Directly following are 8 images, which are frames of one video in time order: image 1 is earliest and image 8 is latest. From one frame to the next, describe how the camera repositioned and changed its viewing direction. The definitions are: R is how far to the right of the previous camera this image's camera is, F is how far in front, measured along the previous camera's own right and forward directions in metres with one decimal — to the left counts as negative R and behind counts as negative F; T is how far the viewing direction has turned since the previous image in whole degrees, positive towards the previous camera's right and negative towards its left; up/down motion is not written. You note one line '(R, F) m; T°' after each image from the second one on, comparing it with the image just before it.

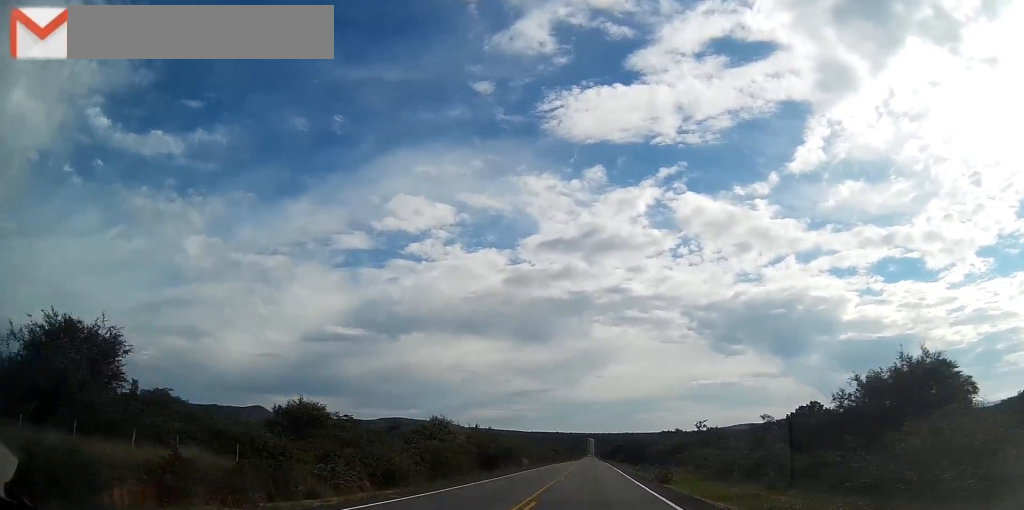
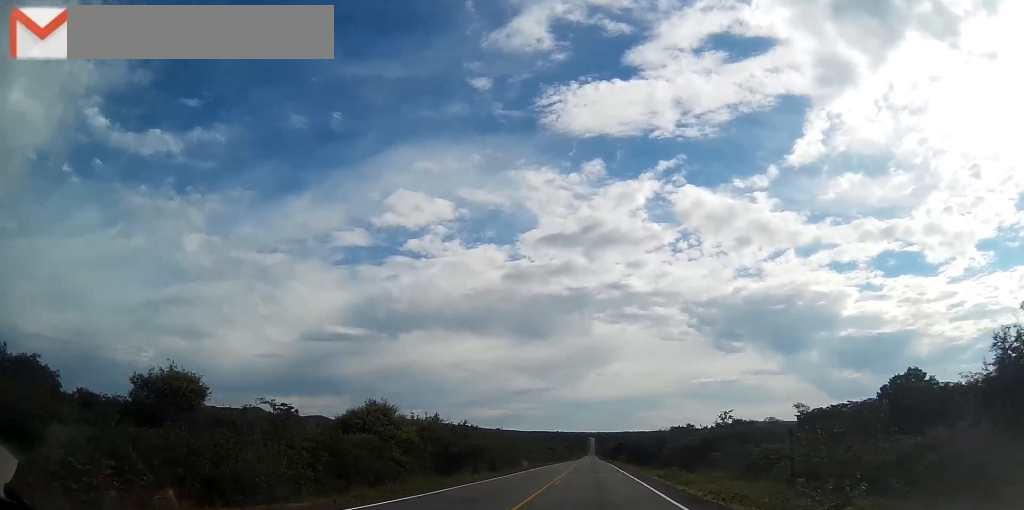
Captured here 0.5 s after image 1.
(0.0, +21.1) m; 0°
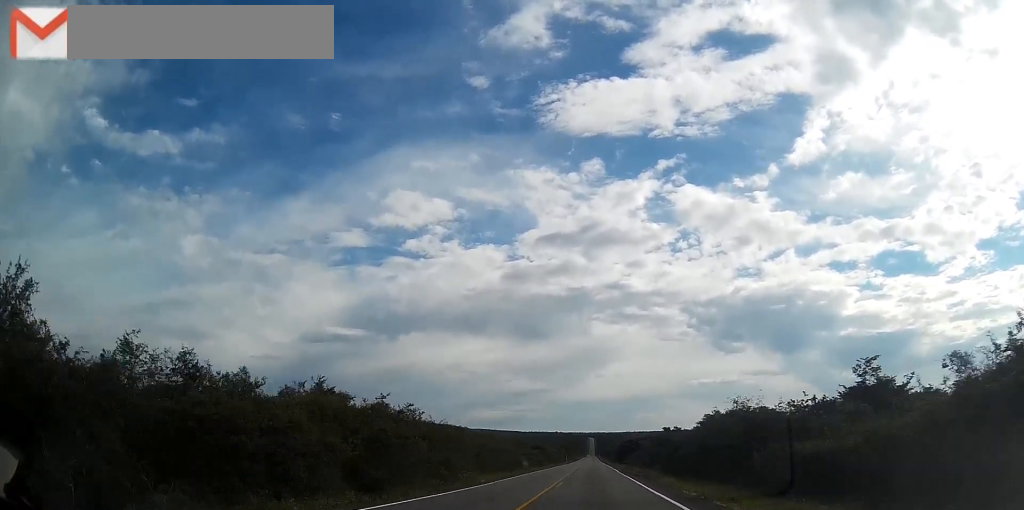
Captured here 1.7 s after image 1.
(+0.3, +47.2) m; 0°
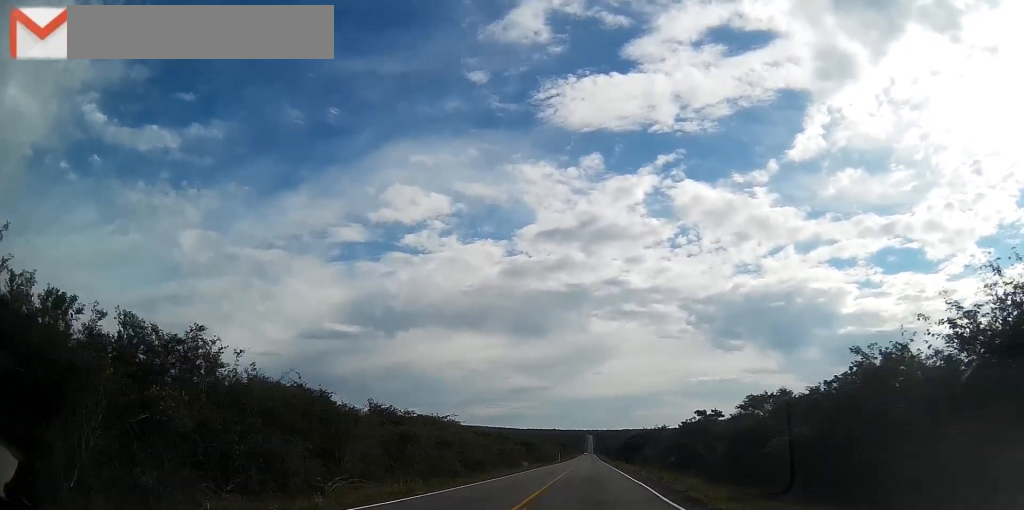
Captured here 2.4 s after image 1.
(+0.1, +31.1) m; 0°
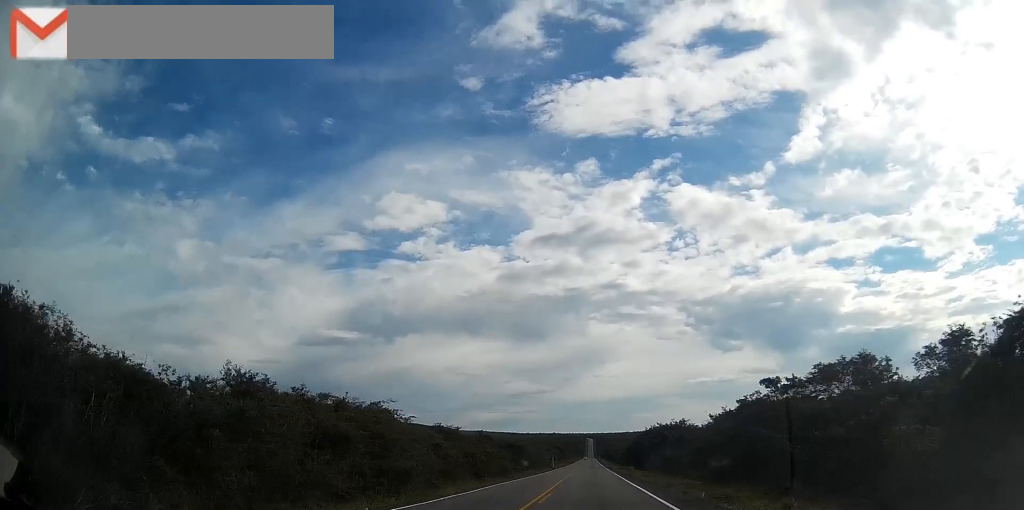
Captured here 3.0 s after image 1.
(-0.2, +24.6) m; 0°
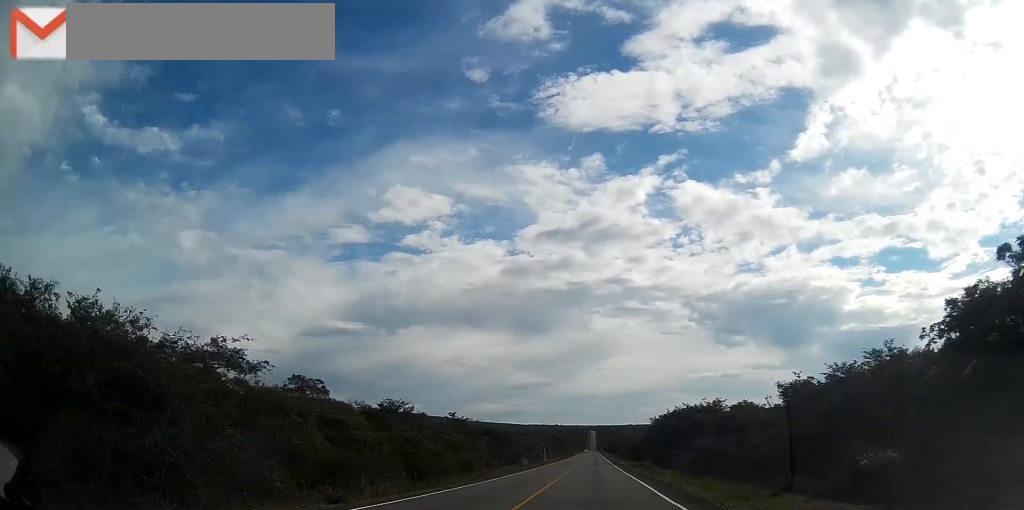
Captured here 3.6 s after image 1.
(0.0, +24.6) m; 0°
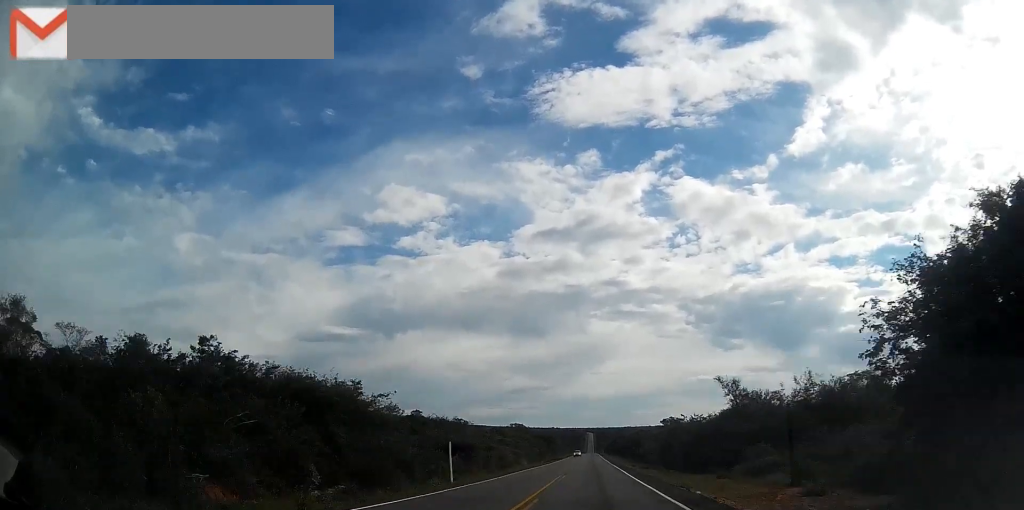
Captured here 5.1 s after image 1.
(+0.2, +59.1) m; 0°
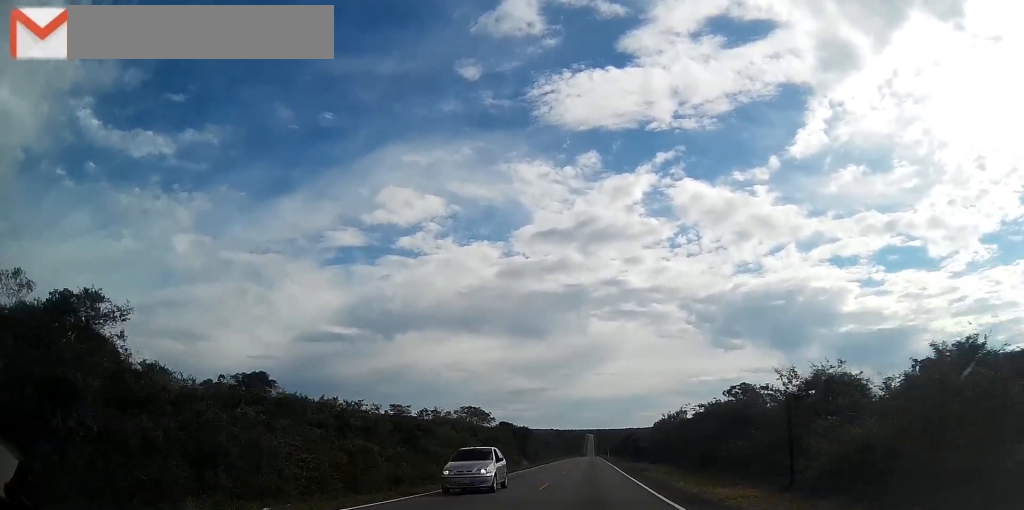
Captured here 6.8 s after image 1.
(0.0, +72.1) m; 0°
